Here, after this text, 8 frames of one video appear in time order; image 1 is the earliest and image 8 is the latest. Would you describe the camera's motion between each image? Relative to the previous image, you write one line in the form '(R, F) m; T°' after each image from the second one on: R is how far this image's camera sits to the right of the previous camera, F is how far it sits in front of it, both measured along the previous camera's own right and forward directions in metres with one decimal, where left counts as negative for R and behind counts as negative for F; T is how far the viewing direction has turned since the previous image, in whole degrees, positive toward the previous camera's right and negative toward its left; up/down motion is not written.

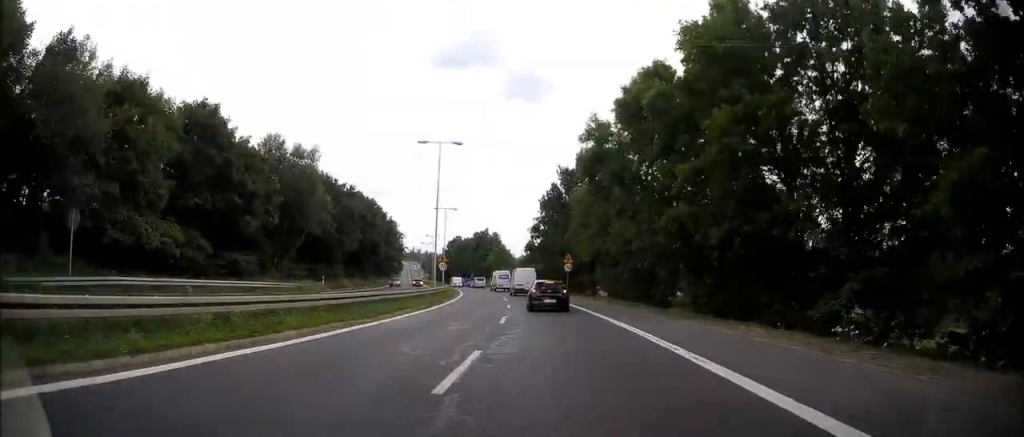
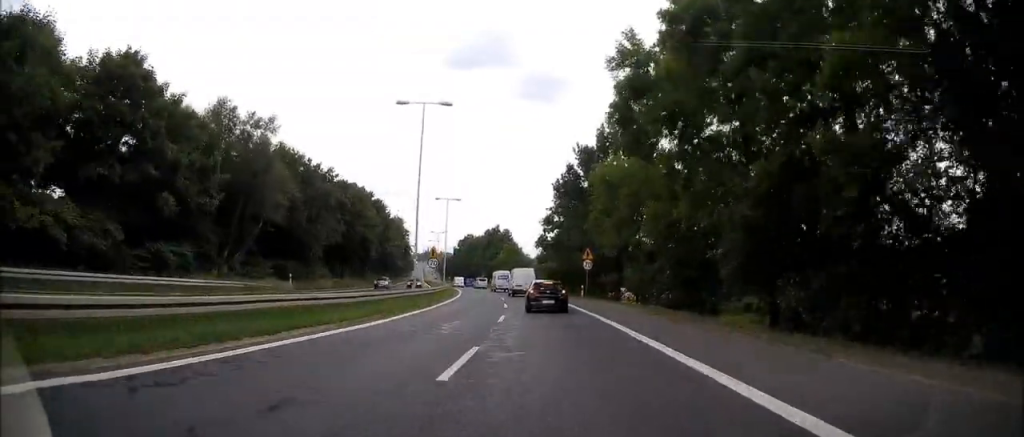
(-0.2, +11.1) m; -2°
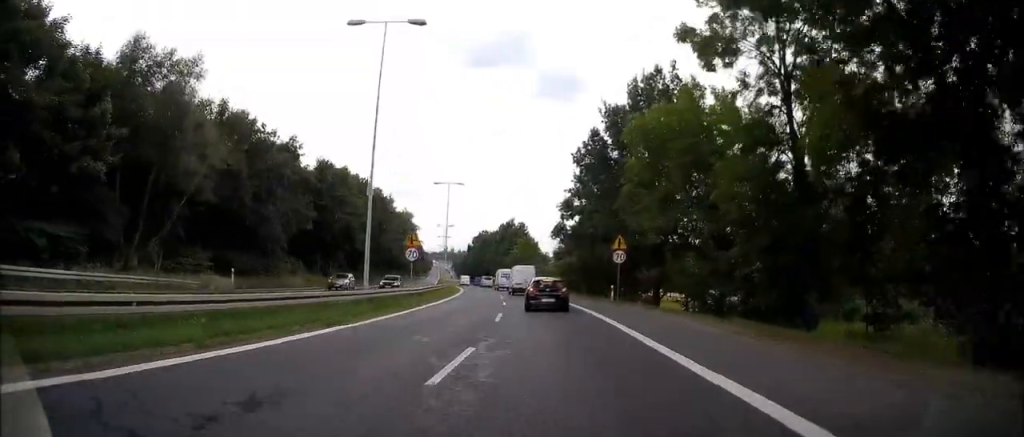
(-0.1, +12.4) m; -2°
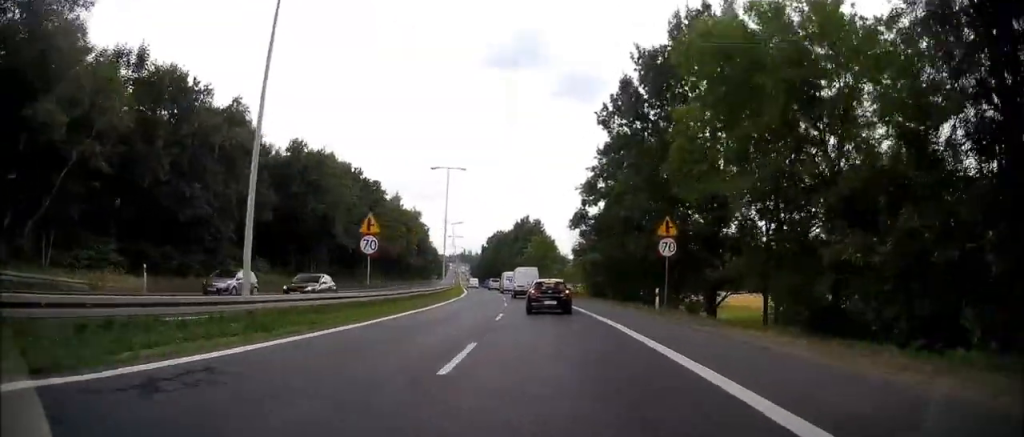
(-0.5, +11.0) m; -2°
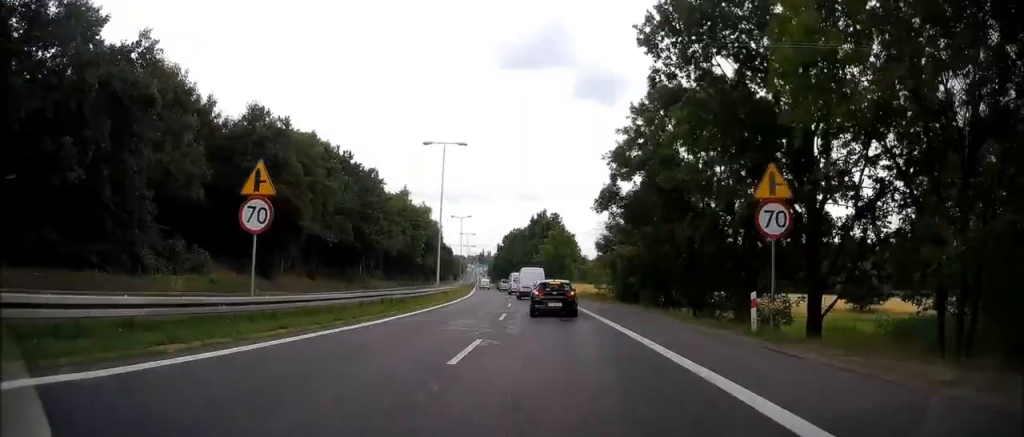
(-0.2, +10.9) m; -2°
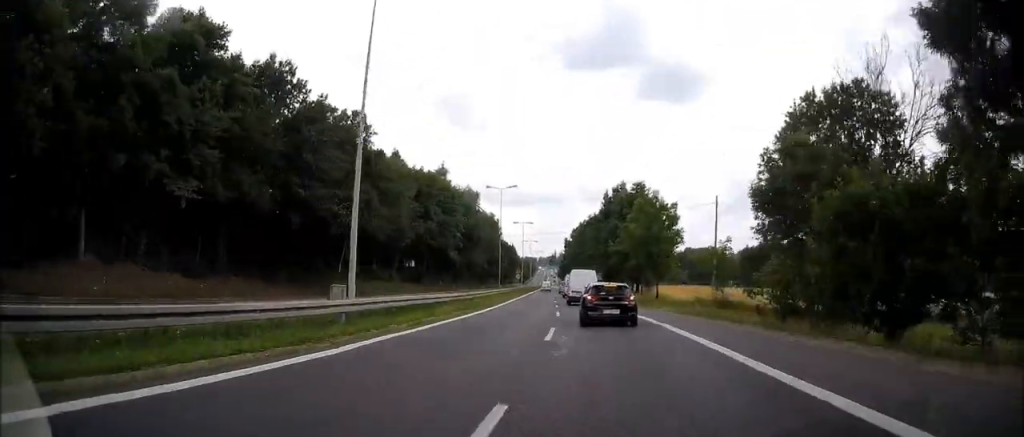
(-1.6, +31.2) m; -6°
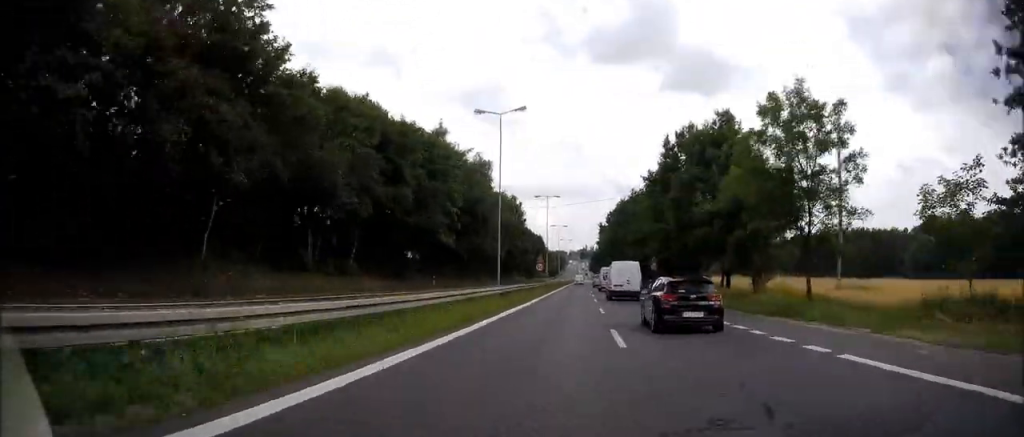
(-0.3, +26.7) m; -1°
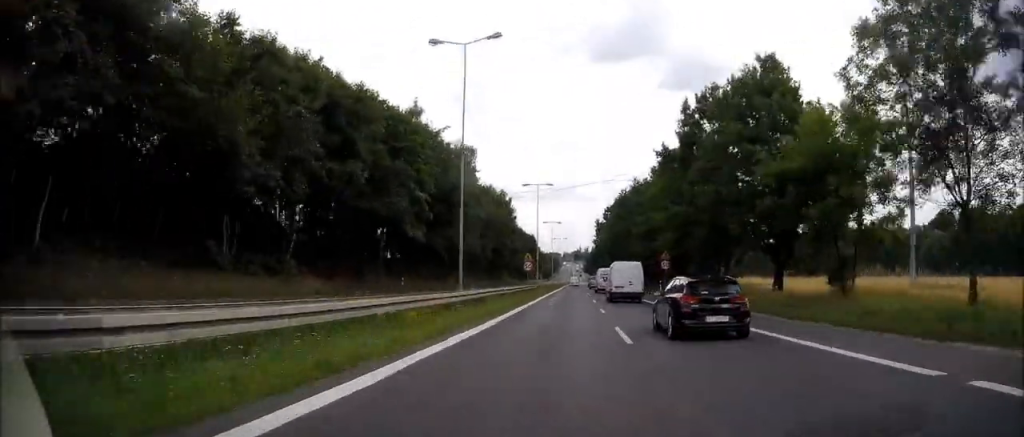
(-0.1, +11.5) m; 0°
